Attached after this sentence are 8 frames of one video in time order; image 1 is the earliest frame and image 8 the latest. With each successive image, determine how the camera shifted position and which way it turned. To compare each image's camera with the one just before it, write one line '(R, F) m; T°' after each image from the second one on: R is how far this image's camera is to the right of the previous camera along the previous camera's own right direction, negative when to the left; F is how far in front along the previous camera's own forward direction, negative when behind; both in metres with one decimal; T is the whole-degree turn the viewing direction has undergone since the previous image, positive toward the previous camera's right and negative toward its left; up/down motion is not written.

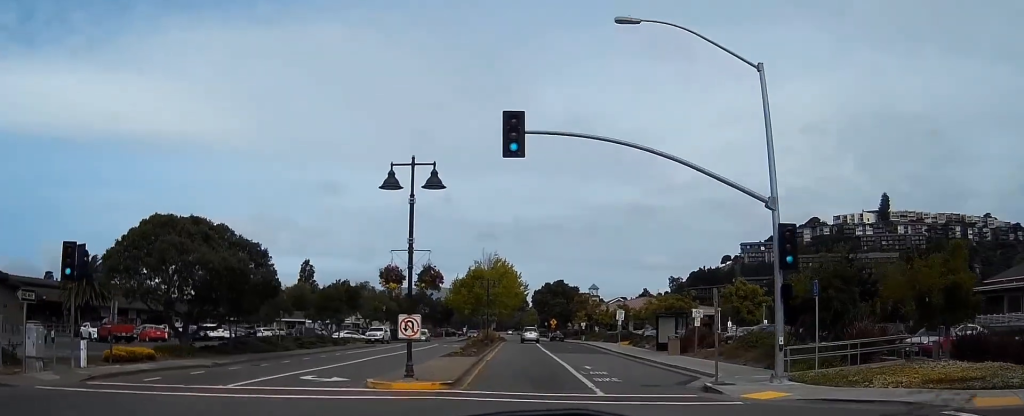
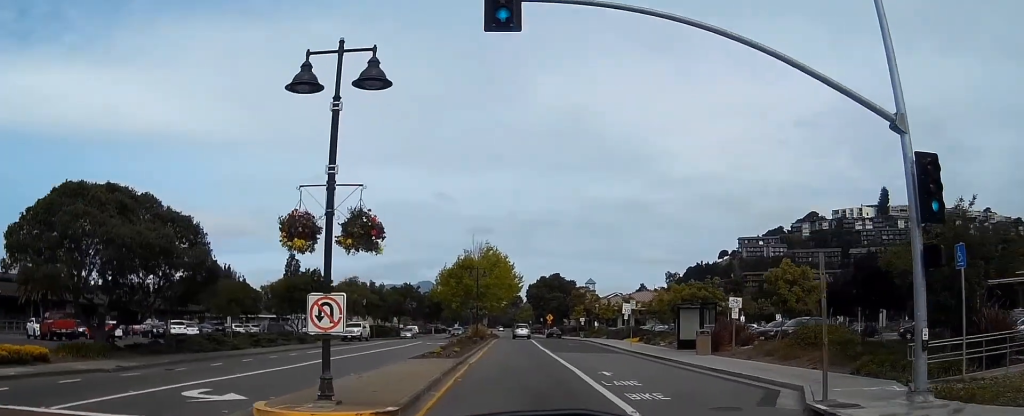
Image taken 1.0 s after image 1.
(+0.2, +7.7) m; 0°
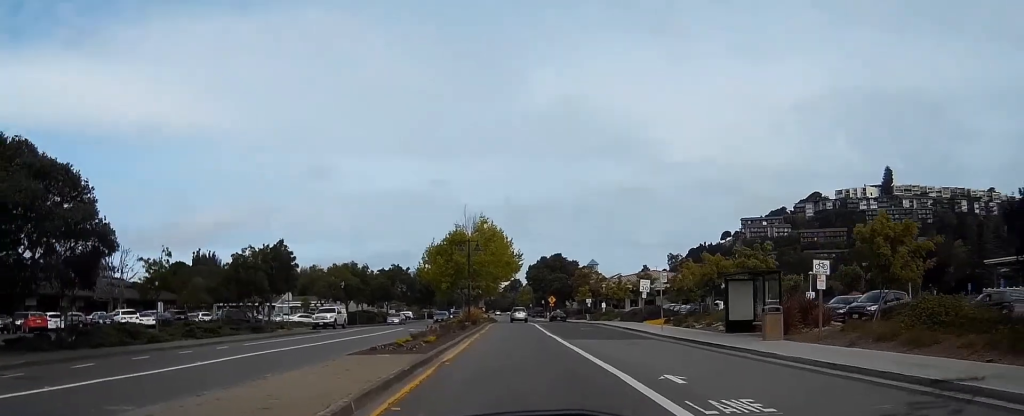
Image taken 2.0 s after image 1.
(-0.1, +8.7) m; -1°
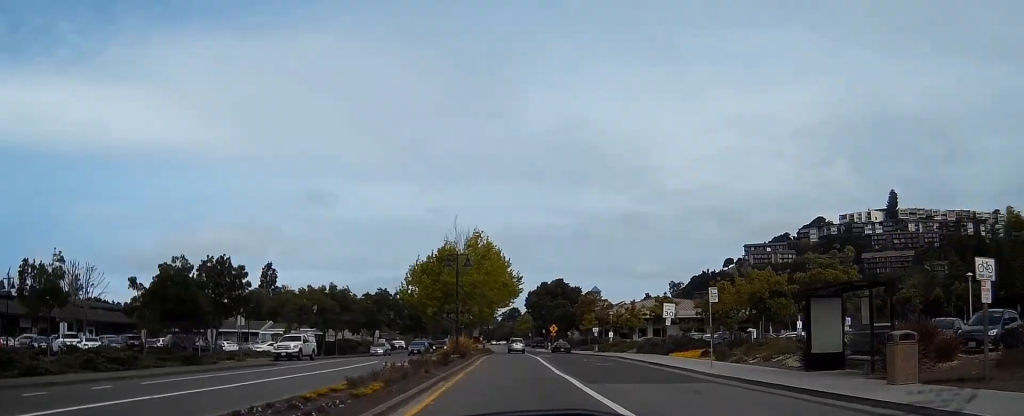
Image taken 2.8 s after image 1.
(-0.1, +8.5) m; 0°
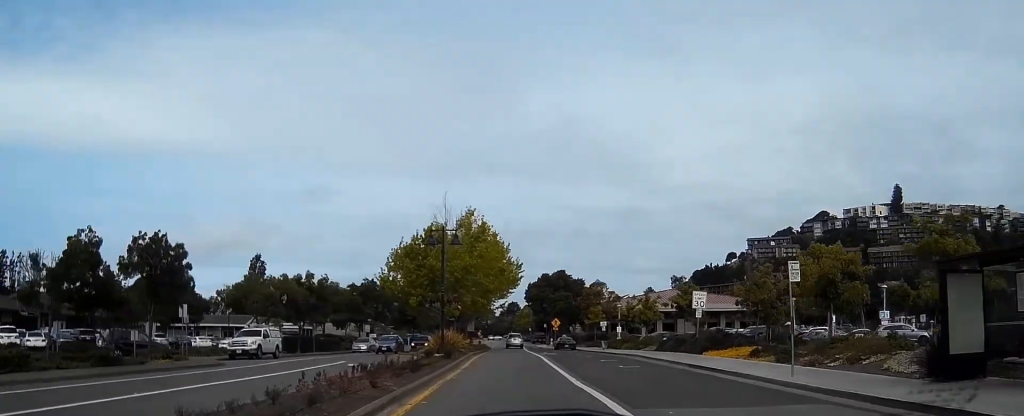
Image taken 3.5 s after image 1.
(+0.1, +7.6) m; +1°
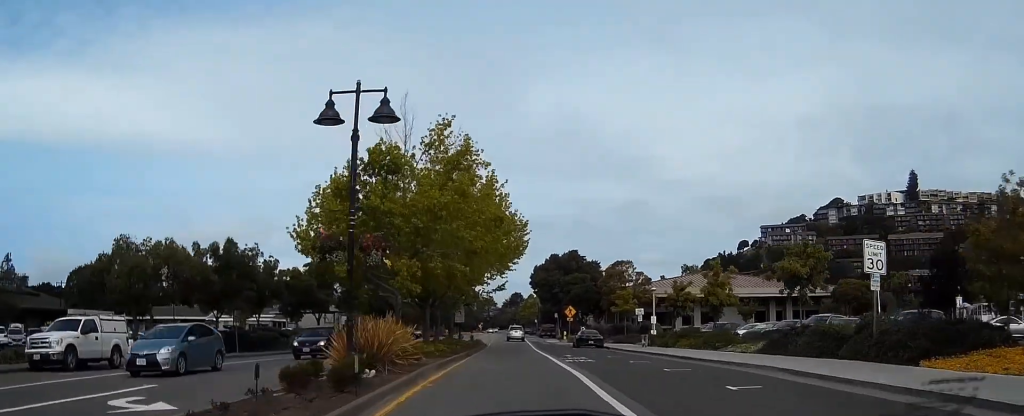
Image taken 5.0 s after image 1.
(-0.1, +19.1) m; -1°
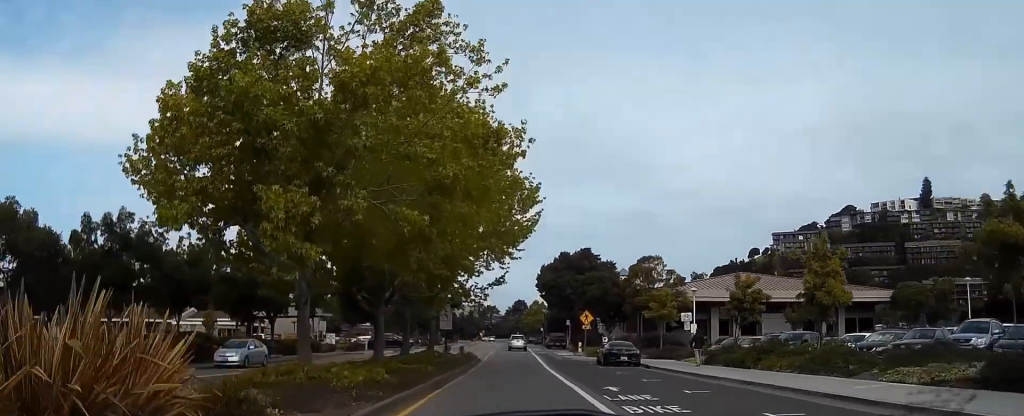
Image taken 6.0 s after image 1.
(-0.1, +13.8) m; -1°
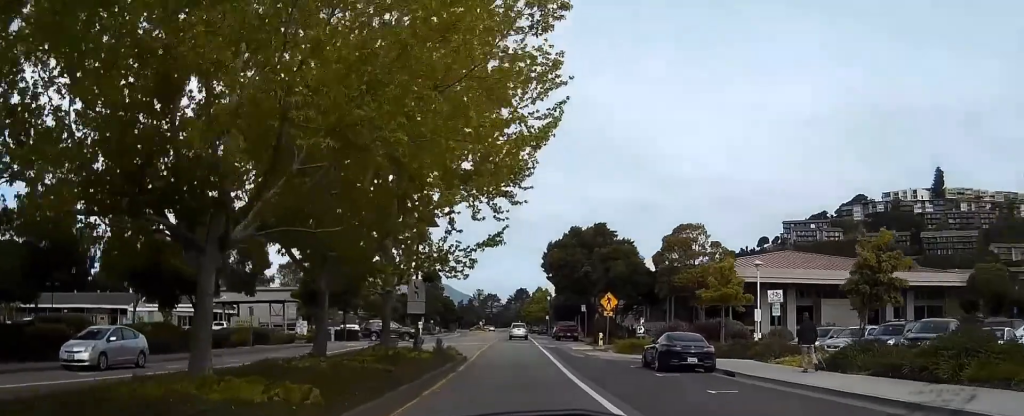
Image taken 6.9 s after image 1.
(-0.1, +13.4) m; 0°
